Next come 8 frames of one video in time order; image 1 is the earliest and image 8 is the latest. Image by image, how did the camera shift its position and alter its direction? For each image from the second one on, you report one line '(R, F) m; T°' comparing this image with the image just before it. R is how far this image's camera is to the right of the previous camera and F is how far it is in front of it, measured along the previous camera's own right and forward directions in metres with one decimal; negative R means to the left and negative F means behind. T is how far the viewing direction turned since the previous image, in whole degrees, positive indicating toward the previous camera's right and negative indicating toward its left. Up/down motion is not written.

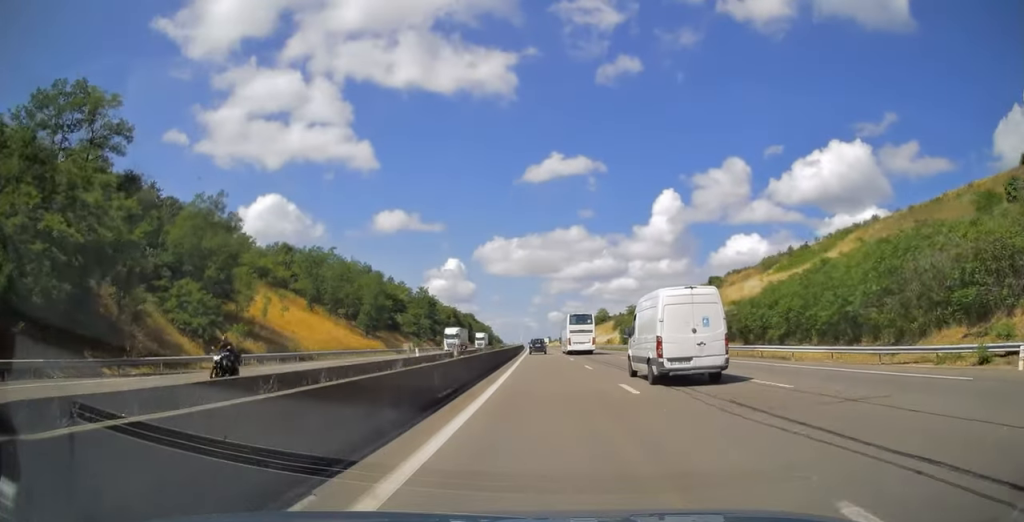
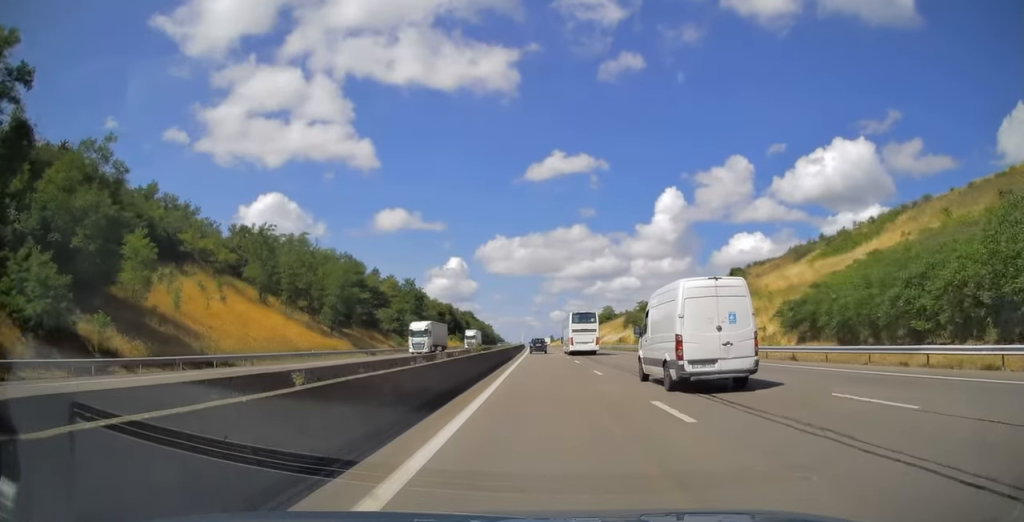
(0.0, +17.9) m; 0°
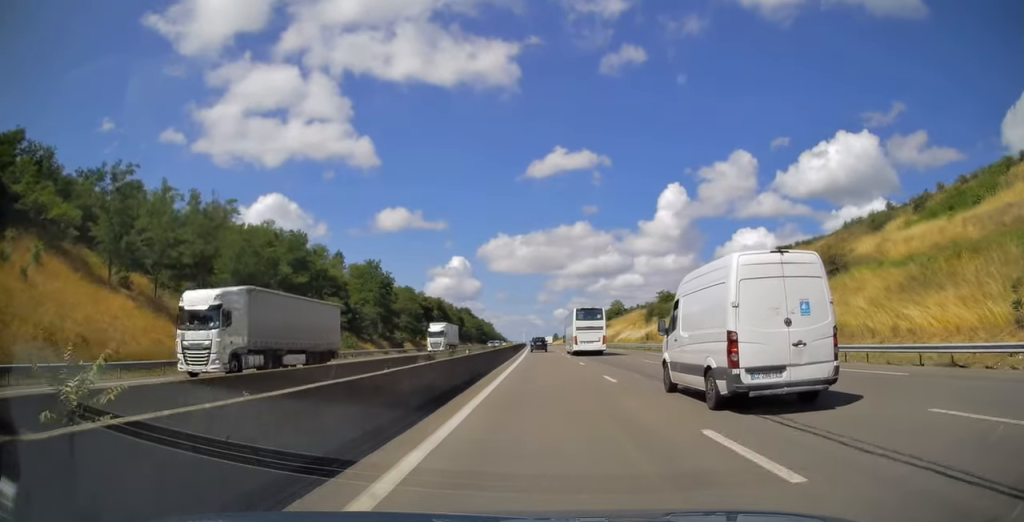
(+0.1, +29.9) m; 0°
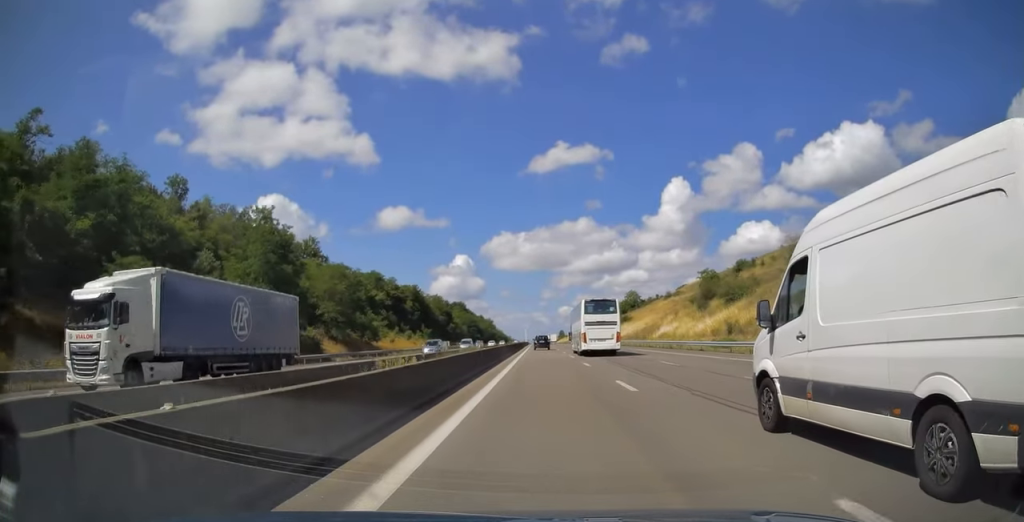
(-0.4, +42.6) m; -1°
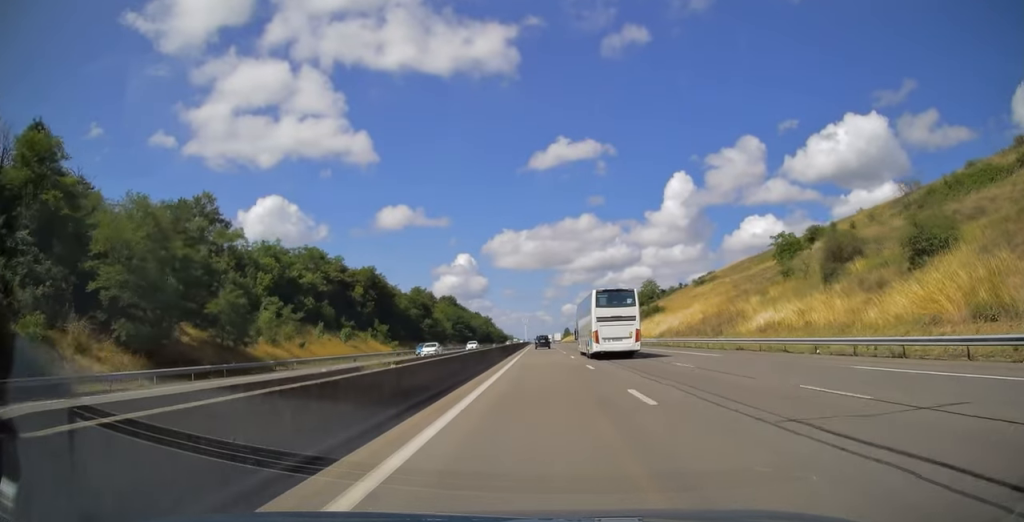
(-0.1, +42.2) m; -1°
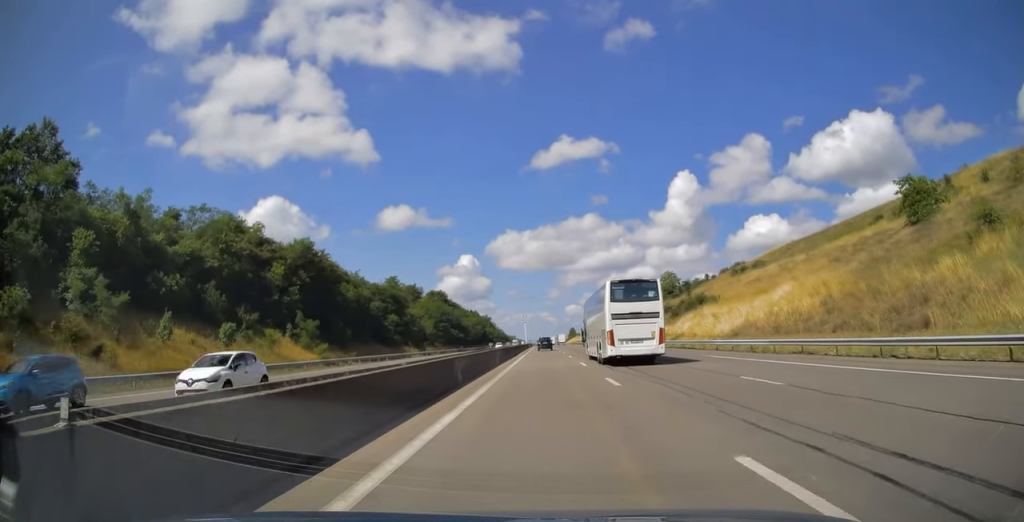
(-0.2, +34.1) m; 0°
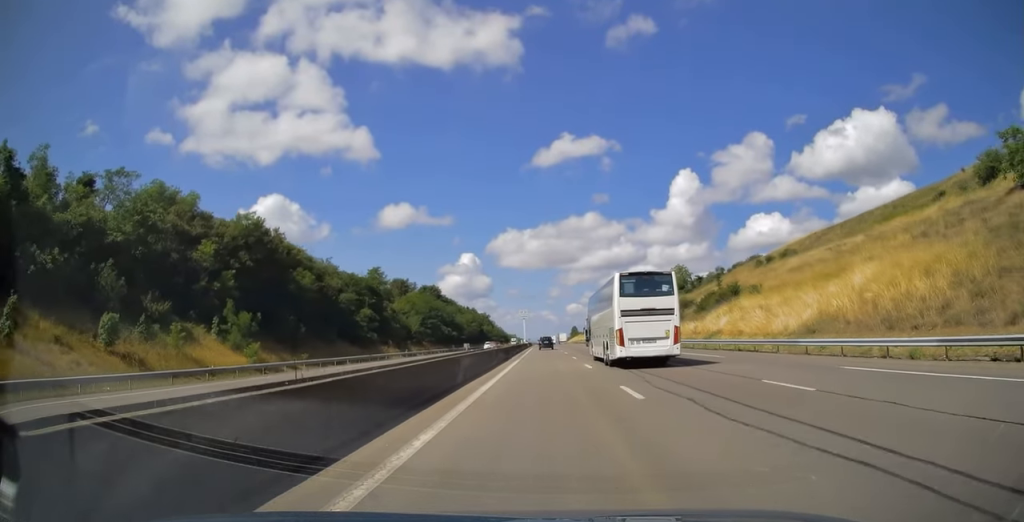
(-0.1, +16.4) m; 0°
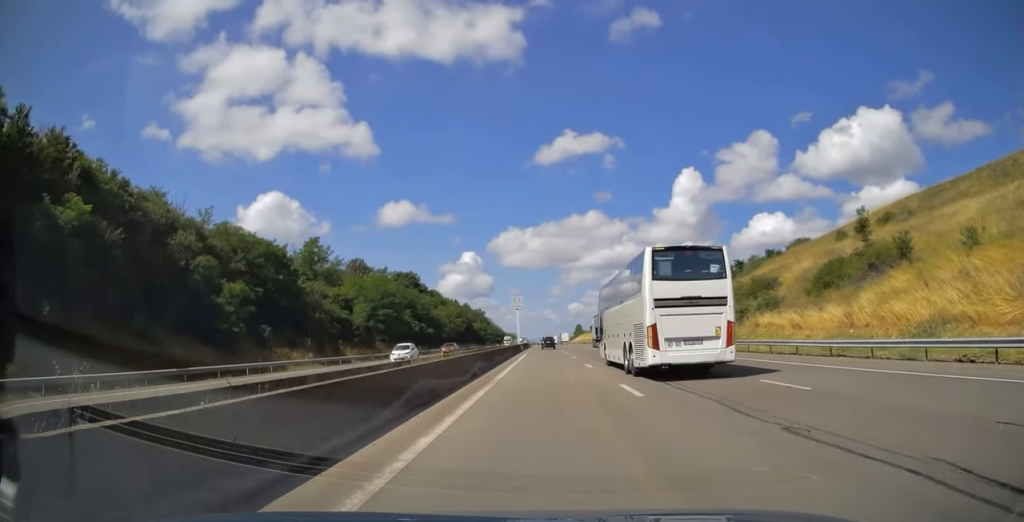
(+0.2, +38.5) m; 0°
